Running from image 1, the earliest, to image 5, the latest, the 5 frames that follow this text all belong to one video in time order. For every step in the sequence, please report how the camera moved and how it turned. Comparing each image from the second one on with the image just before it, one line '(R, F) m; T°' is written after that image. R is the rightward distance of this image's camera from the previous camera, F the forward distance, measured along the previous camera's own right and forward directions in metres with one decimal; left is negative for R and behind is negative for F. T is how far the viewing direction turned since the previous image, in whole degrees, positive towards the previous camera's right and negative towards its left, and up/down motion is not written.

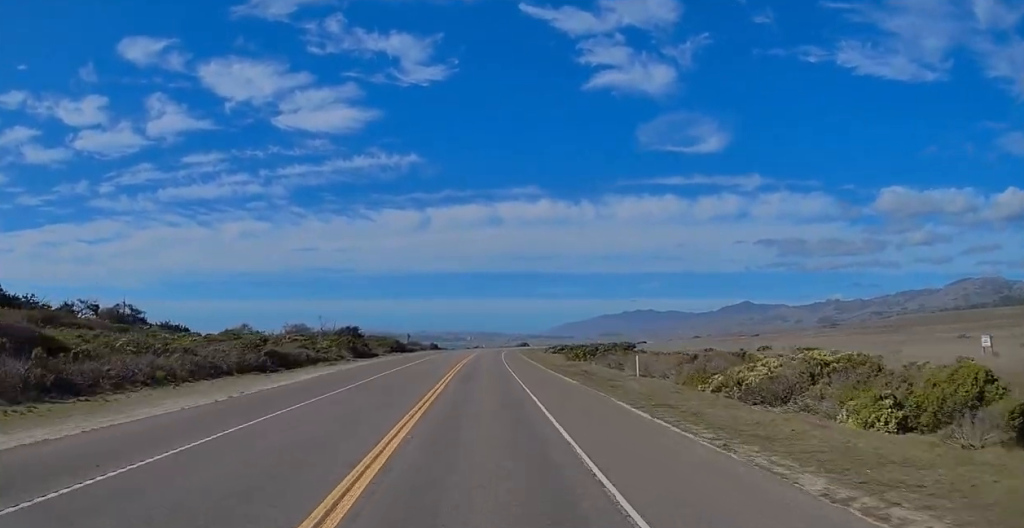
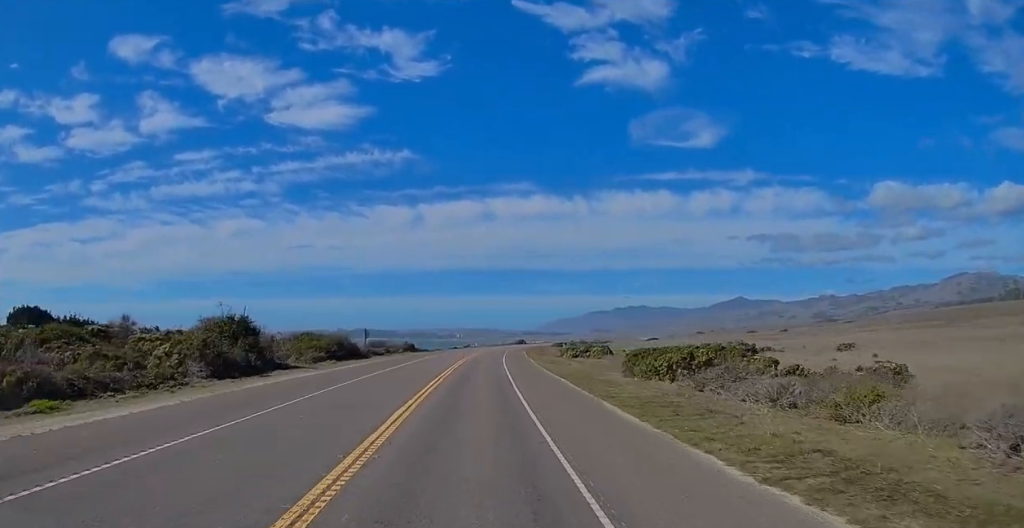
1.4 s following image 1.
(-0.2, +31.6) m; 0°
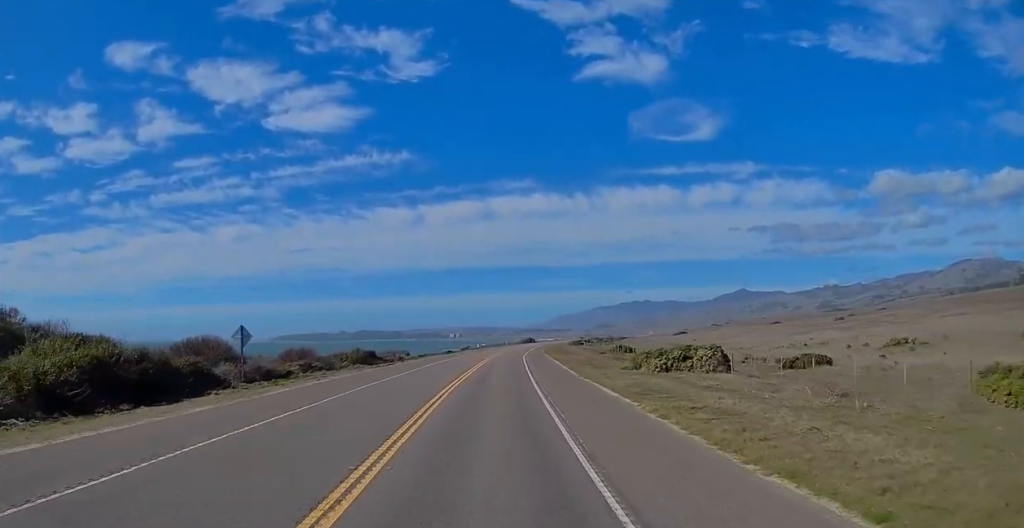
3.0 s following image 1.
(+0.2, +36.6) m; +1°
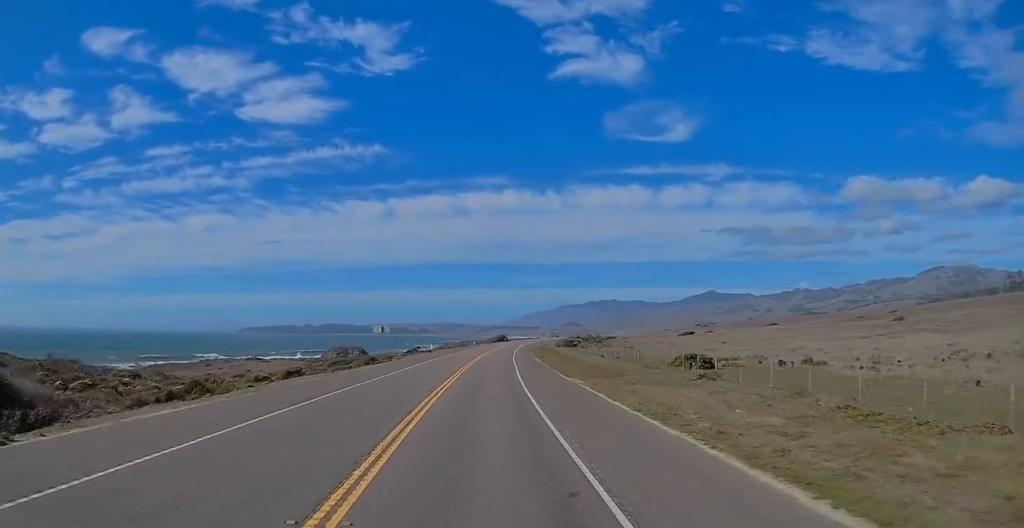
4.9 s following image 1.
(+0.8, +47.9) m; +2°
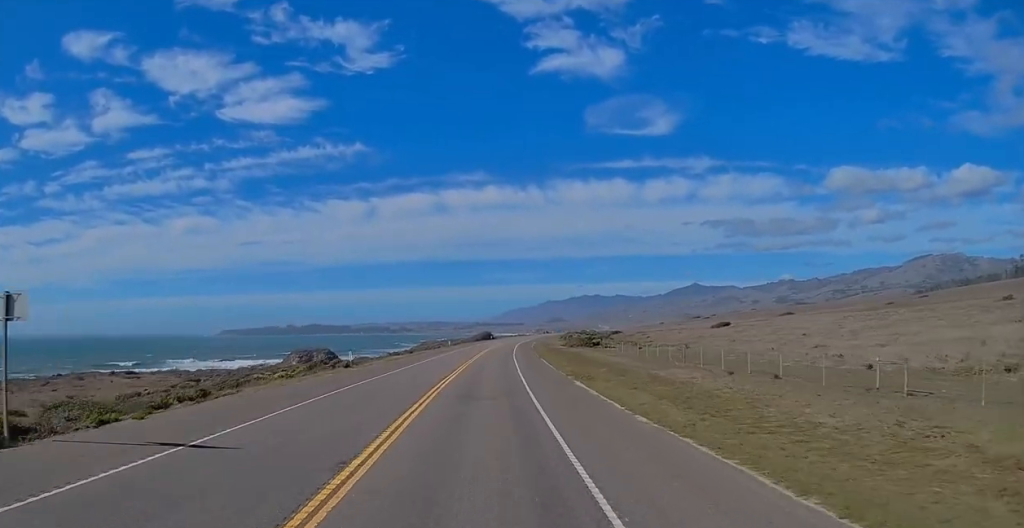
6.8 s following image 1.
(+0.9, +43.7) m; +1°
